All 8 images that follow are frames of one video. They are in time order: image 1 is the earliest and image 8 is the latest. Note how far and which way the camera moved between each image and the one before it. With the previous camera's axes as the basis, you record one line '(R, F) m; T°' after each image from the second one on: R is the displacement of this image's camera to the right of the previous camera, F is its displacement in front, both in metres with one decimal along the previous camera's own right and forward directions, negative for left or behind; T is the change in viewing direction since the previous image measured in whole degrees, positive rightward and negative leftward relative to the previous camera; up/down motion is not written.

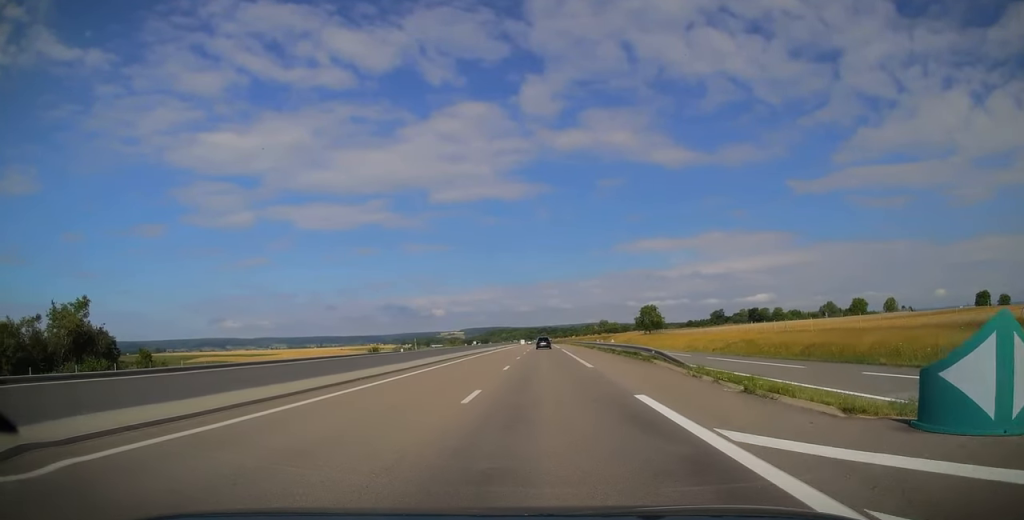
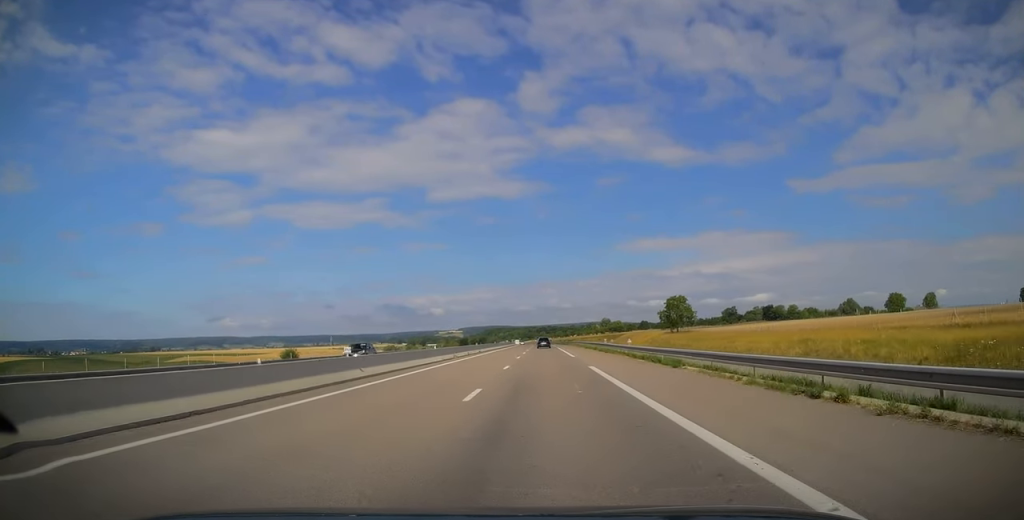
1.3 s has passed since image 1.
(+0.3, +38.7) m; 0°
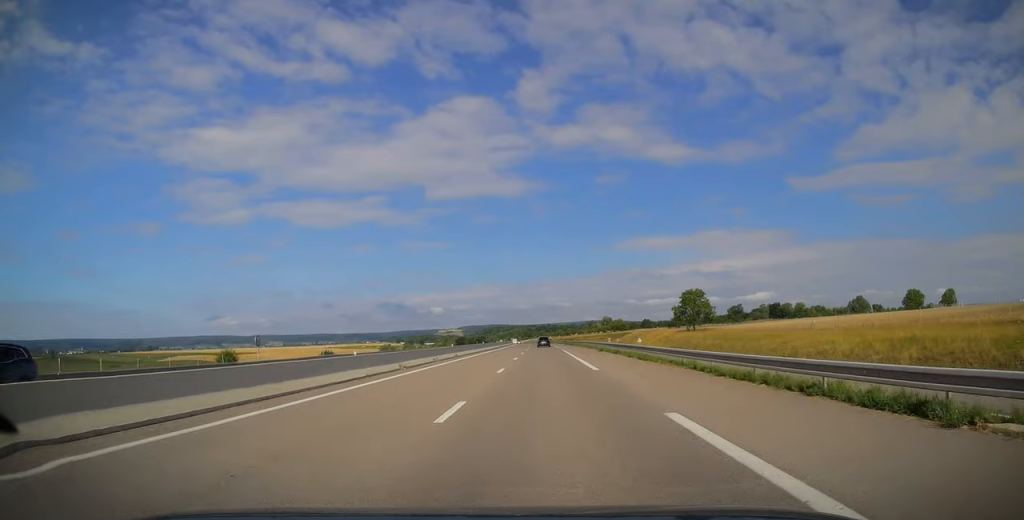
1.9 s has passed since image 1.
(-0.3, +16.2) m; 0°
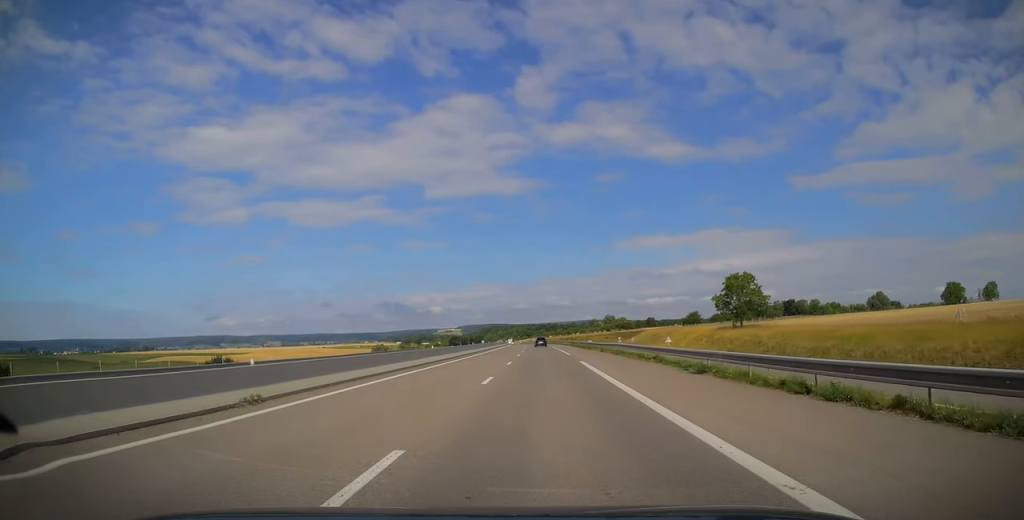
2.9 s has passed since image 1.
(+0.4, +31.4) m; 0°
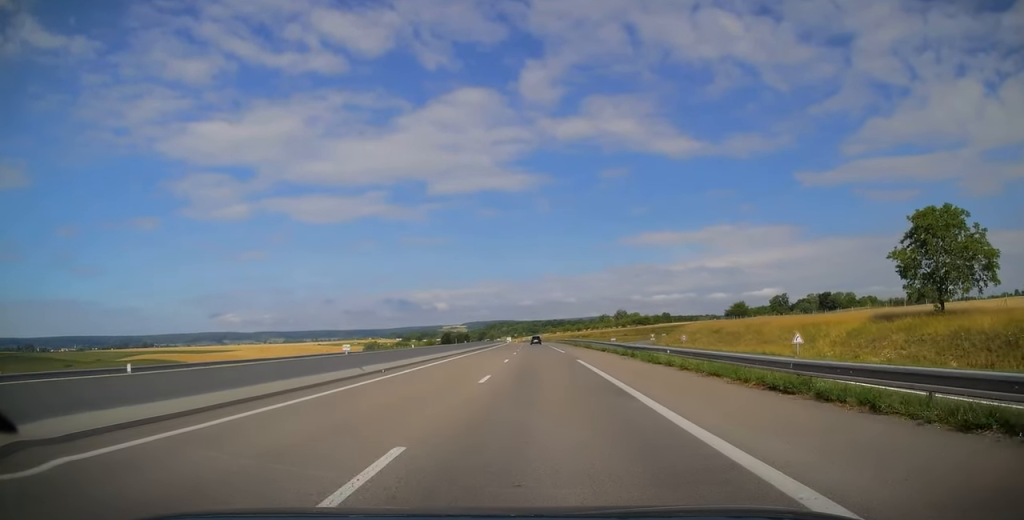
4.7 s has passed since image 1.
(-0.8, +52.0) m; -2°
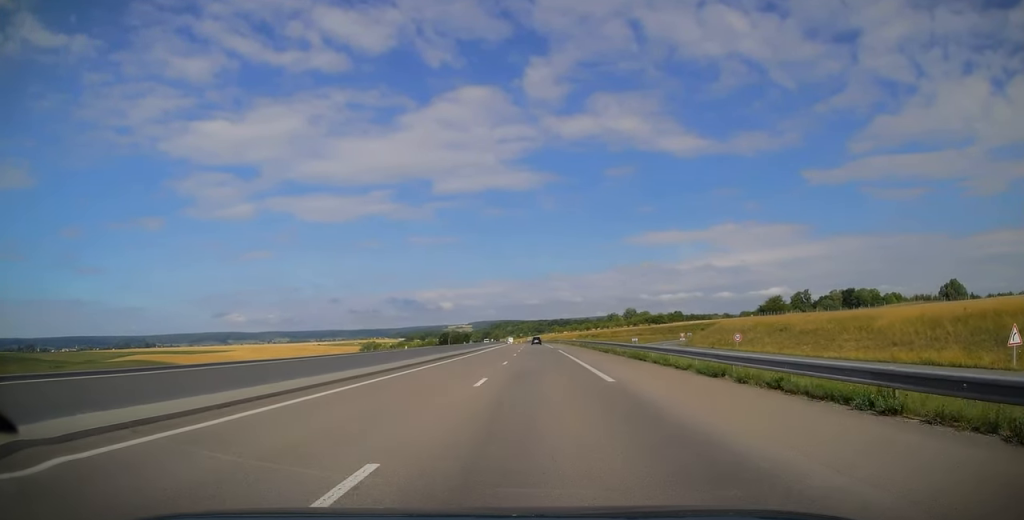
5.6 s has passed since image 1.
(-0.3, +27.0) m; -1°
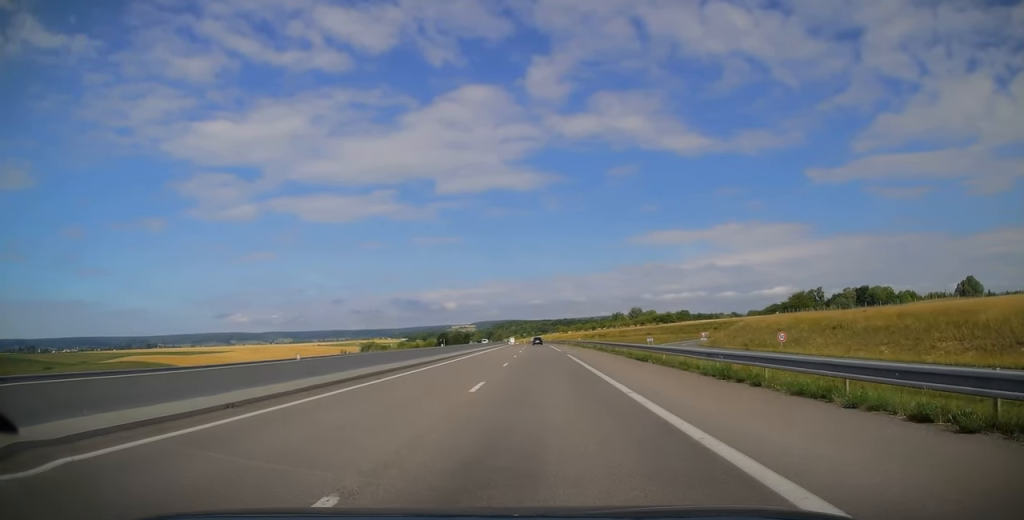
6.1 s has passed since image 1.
(-0.1, +14.2) m; 0°
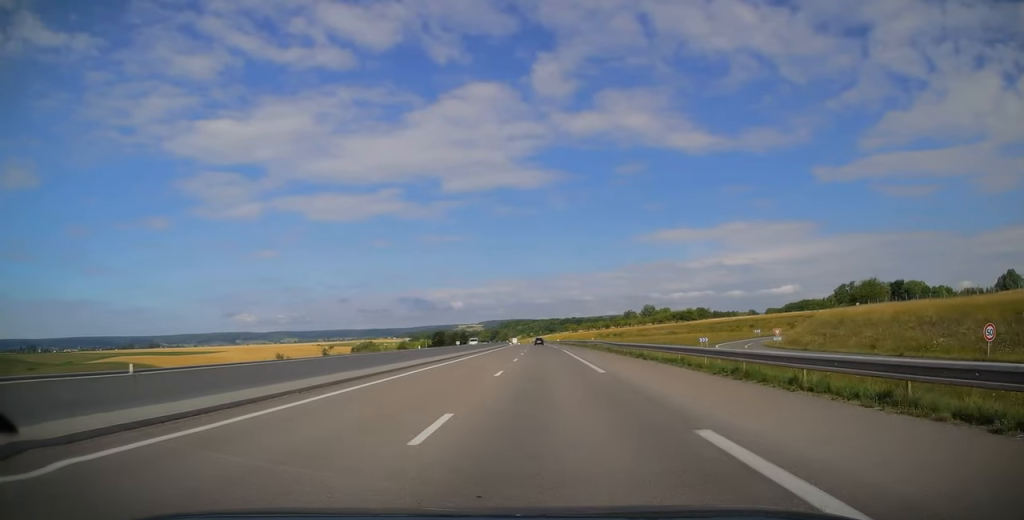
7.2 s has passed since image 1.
(0.0, +33.4) m; 0°
